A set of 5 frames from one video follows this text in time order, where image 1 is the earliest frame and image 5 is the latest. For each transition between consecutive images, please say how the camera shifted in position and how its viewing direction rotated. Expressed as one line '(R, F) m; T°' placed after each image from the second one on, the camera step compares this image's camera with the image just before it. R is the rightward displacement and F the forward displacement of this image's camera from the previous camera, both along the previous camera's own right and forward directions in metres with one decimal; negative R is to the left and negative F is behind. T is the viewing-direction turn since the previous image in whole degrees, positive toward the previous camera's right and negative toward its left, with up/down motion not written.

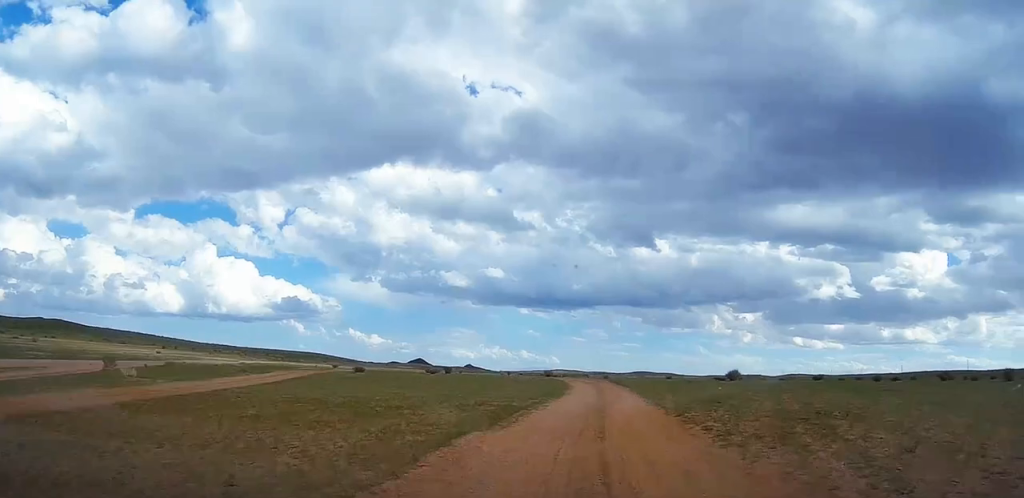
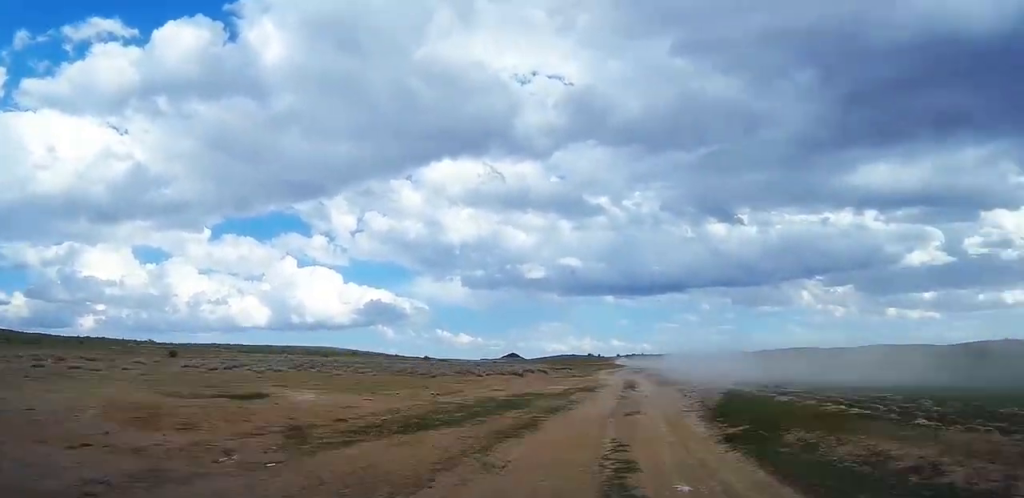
(-19.2, +294.7) m; +4°
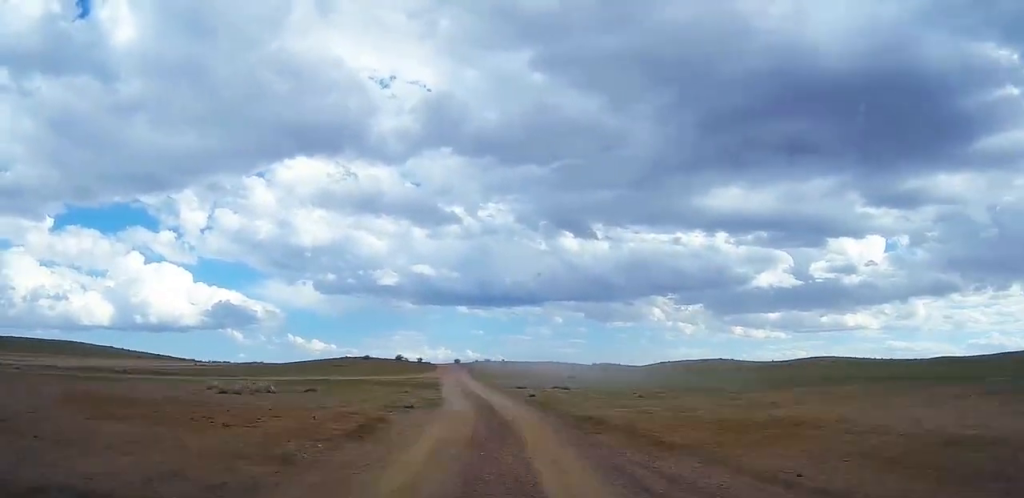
(+5.4, +120.8) m; +2°
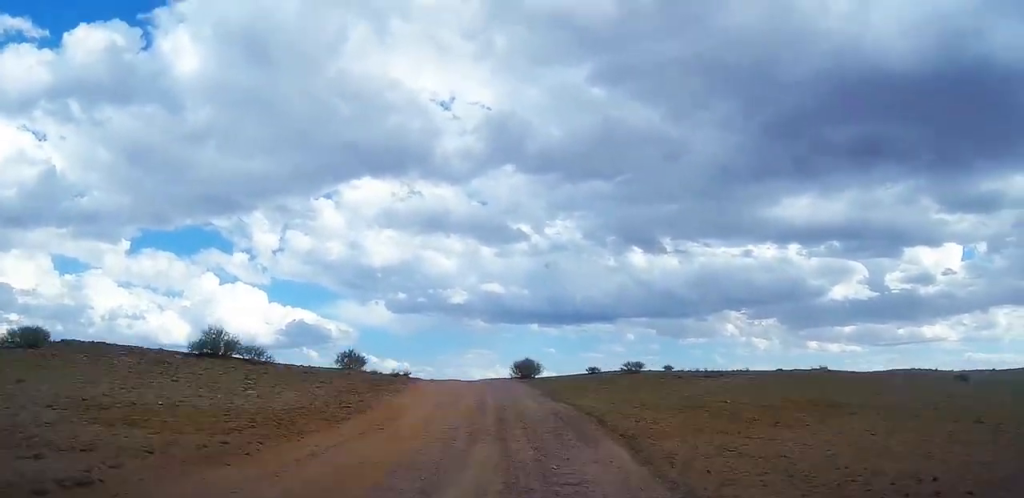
(-0.8, +75.6) m; +2°
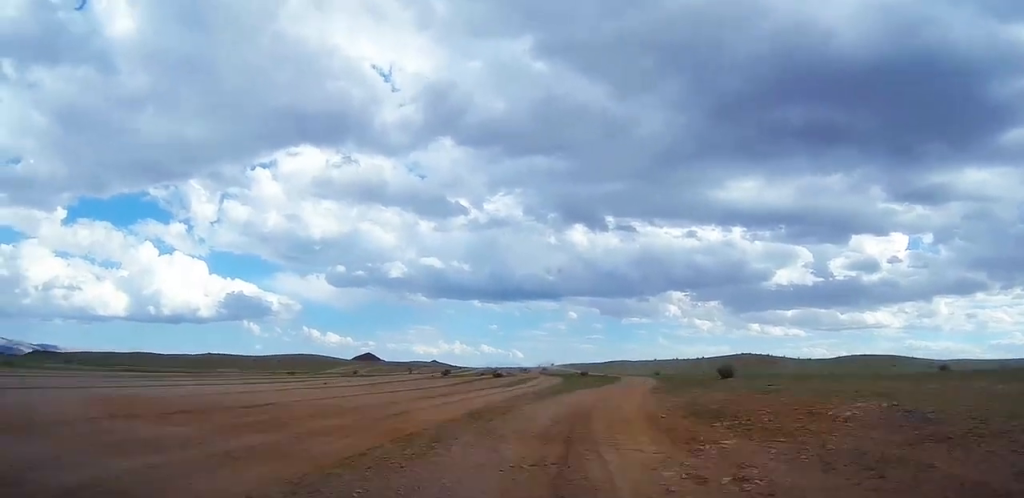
(+13.3, +164.9) m; +4°
